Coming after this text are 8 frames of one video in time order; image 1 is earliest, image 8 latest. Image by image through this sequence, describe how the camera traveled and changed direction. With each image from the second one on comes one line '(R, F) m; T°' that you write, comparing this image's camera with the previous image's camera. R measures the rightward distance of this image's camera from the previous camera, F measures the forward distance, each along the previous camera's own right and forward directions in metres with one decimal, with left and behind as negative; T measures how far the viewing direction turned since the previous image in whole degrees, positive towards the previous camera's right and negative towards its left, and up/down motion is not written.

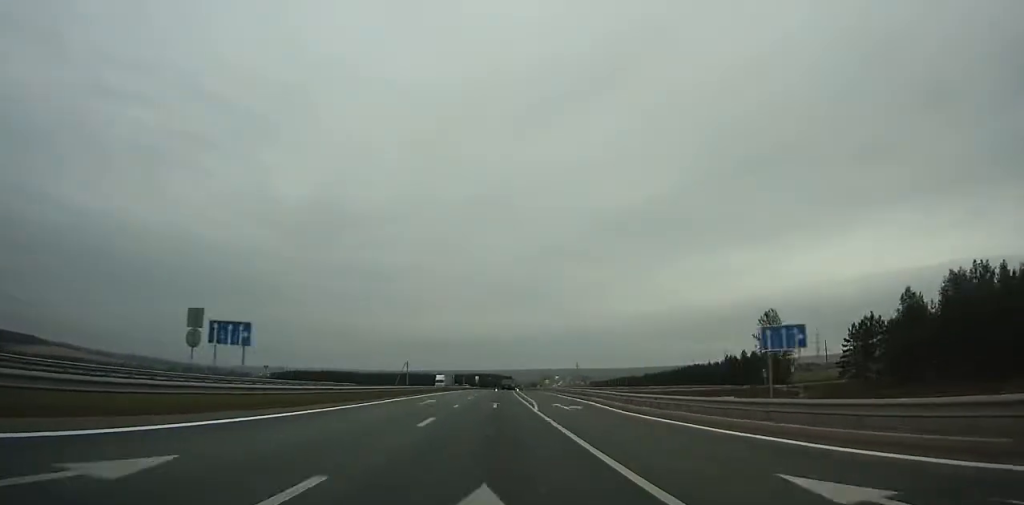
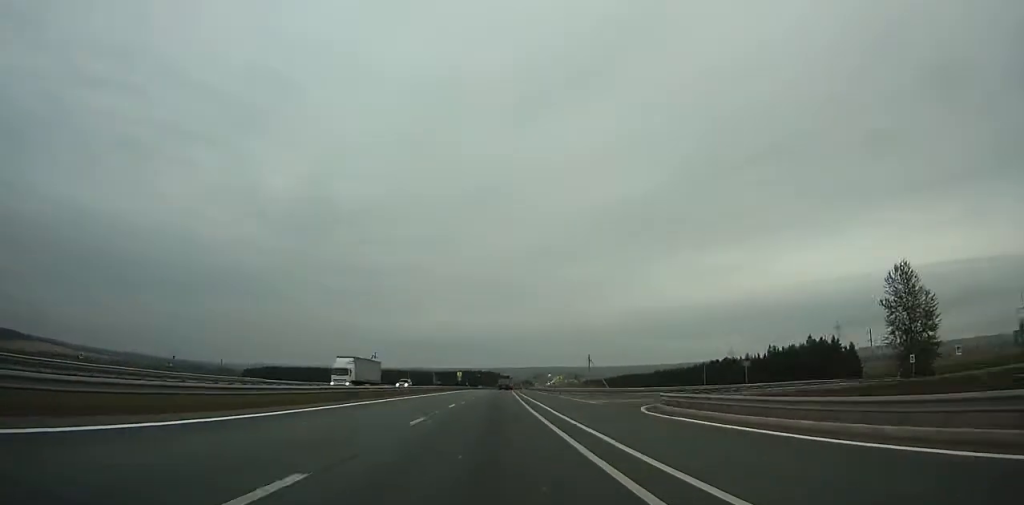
(+0.4, +48.1) m; +1°
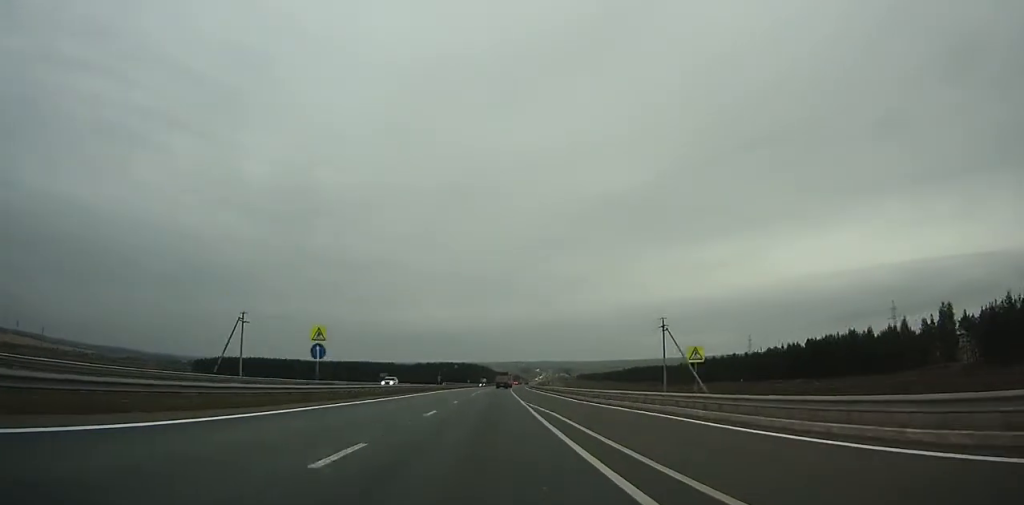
(+0.7, +93.4) m; +1°
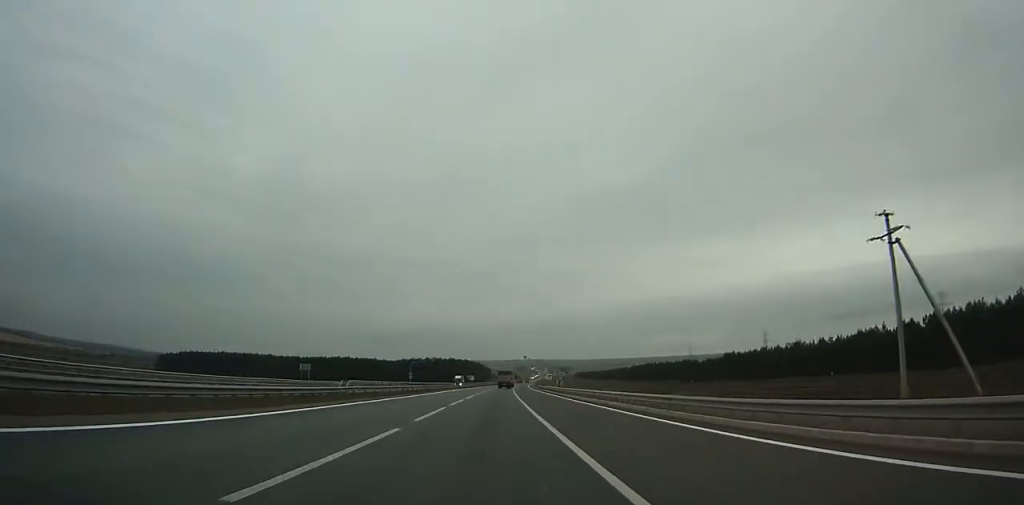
(+0.4, +56.1) m; +1°
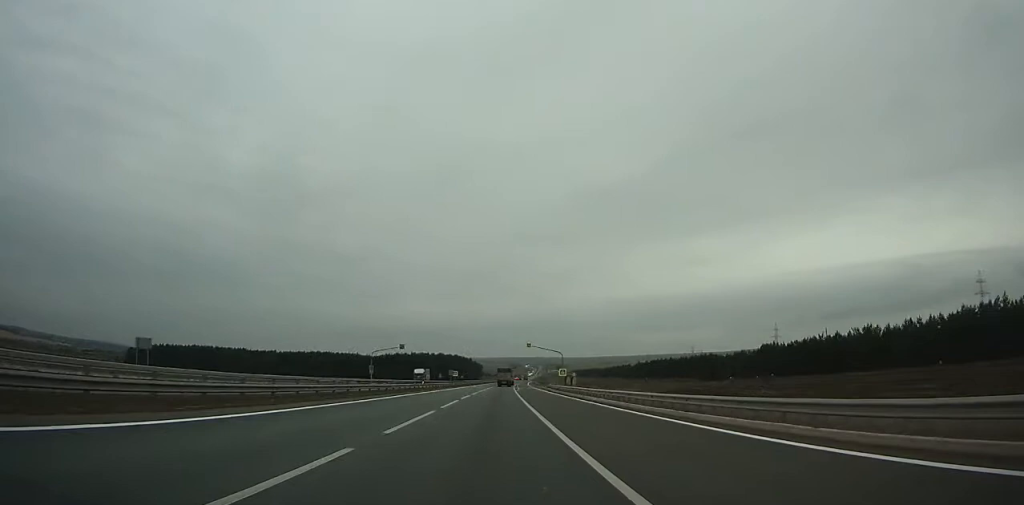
(+0.1, +40.2) m; +1°
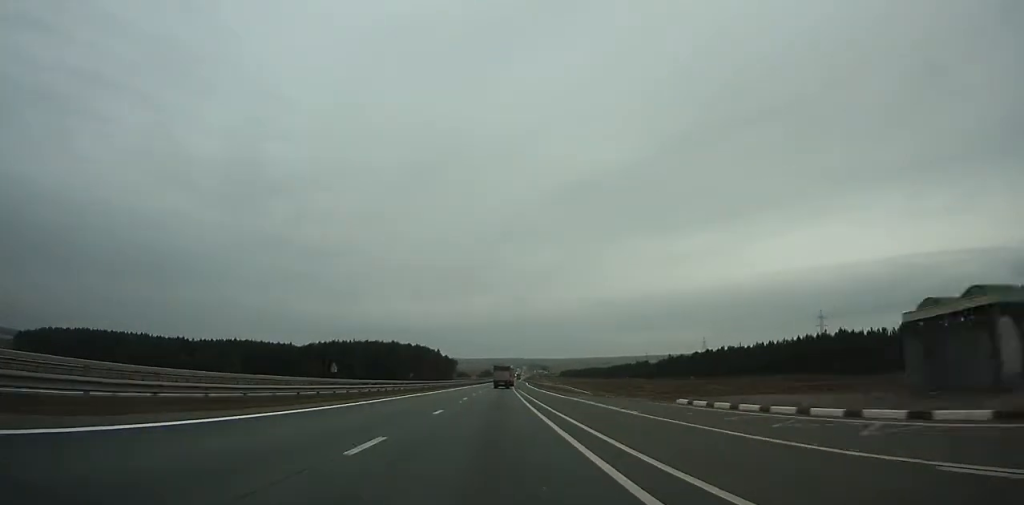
(+1.7, +116.0) m; +2°
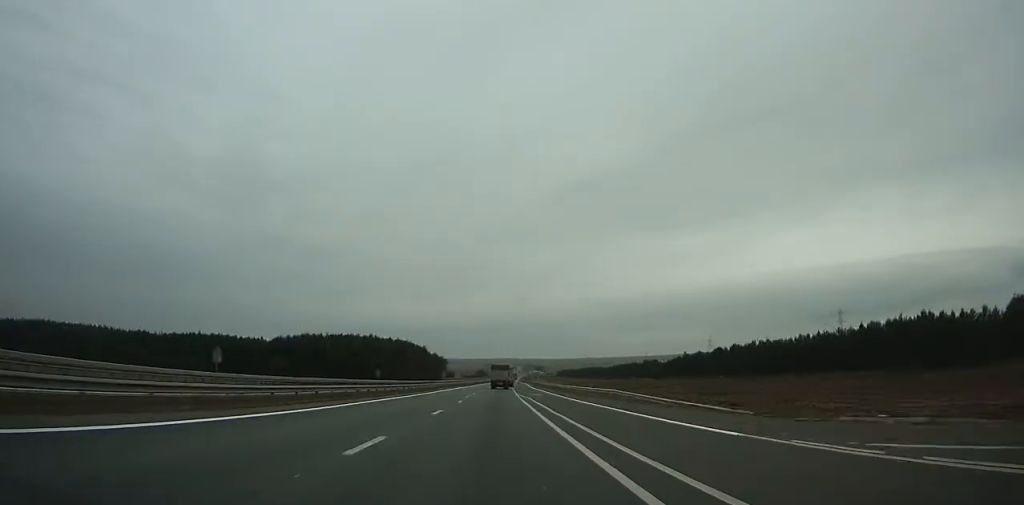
(+0.1, +35.2) m; +1°
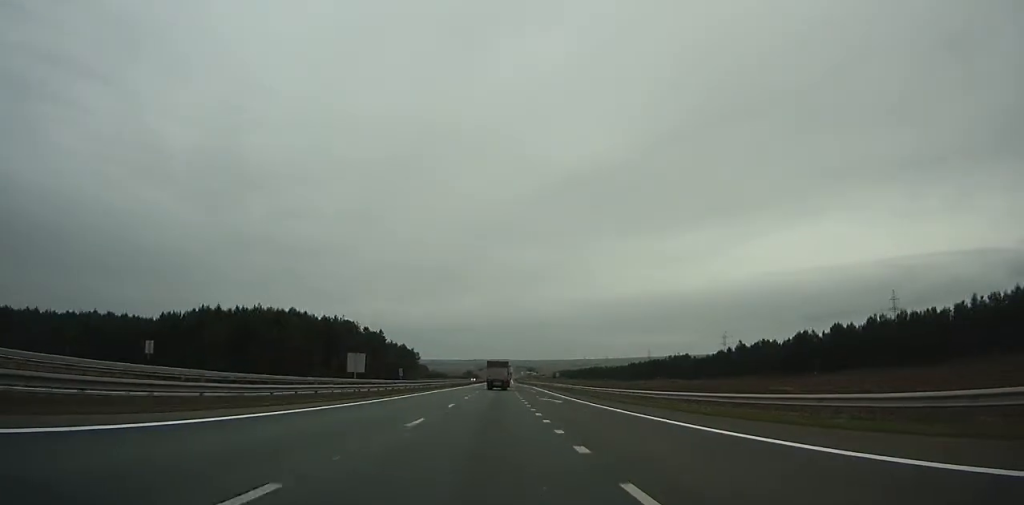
(+0.9, +79.6) m; +1°
